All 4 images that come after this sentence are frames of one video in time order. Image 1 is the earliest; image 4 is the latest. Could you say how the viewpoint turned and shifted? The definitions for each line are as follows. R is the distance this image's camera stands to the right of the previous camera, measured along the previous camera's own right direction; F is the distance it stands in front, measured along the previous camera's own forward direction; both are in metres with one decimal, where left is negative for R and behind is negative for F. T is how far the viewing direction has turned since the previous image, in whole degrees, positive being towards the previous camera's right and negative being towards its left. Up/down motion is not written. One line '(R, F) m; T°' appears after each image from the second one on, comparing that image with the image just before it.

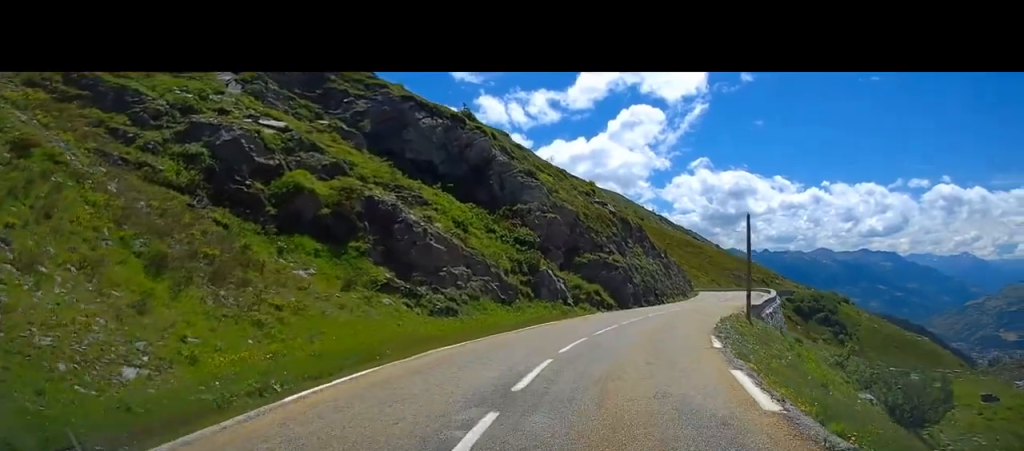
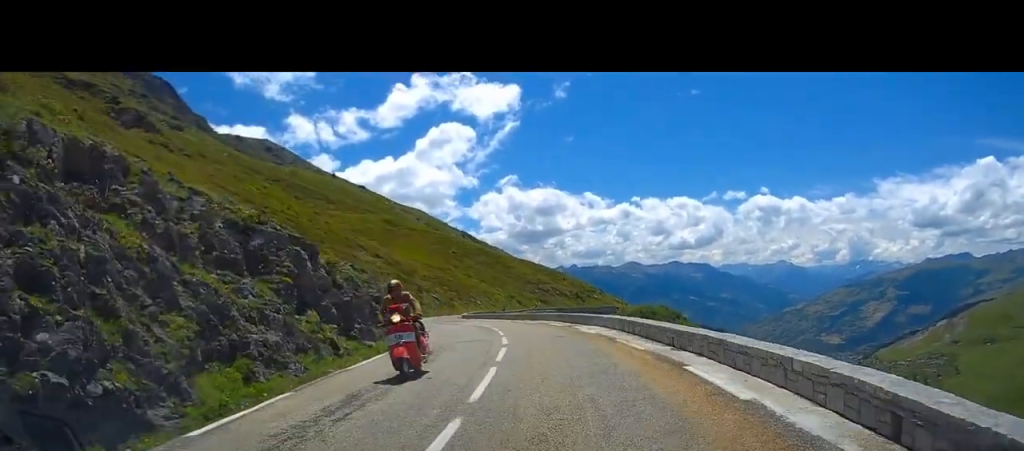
(+9.0, +52.1) m; +7°
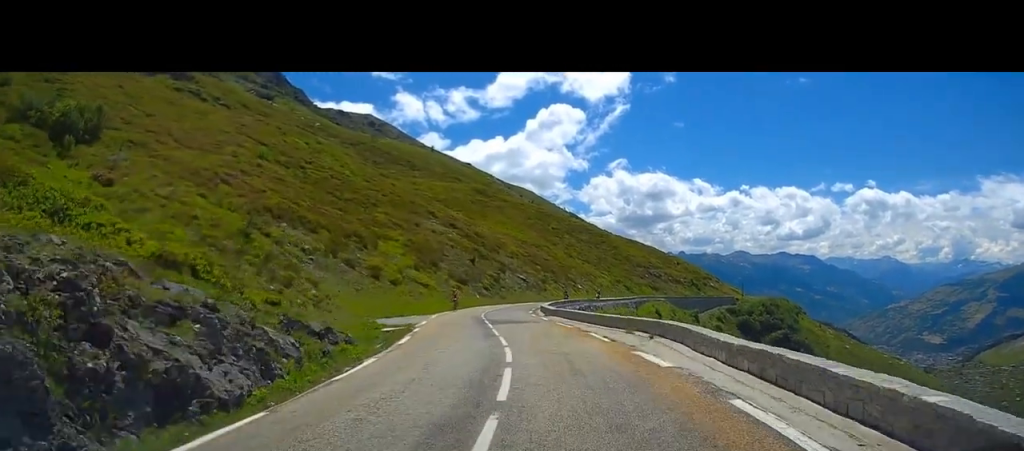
(-2.7, +22.6) m; -12°
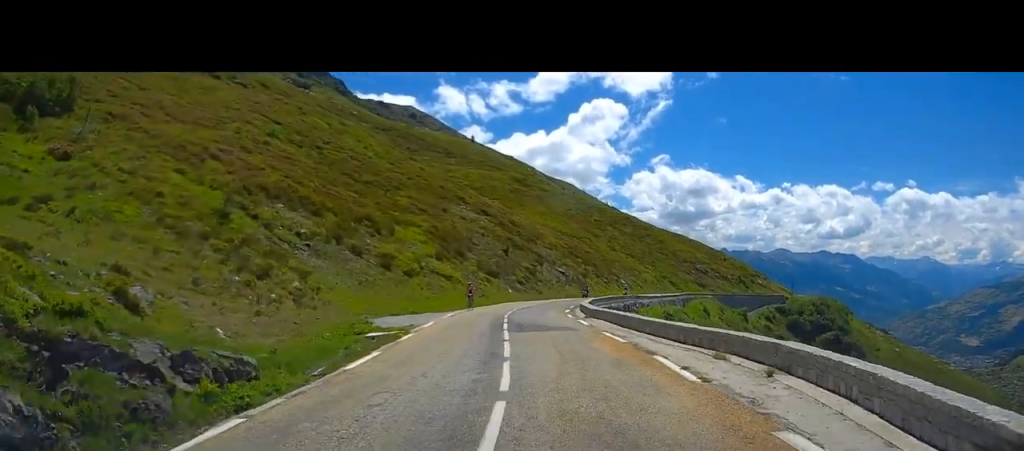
(-0.3, +8.0) m; -2°
